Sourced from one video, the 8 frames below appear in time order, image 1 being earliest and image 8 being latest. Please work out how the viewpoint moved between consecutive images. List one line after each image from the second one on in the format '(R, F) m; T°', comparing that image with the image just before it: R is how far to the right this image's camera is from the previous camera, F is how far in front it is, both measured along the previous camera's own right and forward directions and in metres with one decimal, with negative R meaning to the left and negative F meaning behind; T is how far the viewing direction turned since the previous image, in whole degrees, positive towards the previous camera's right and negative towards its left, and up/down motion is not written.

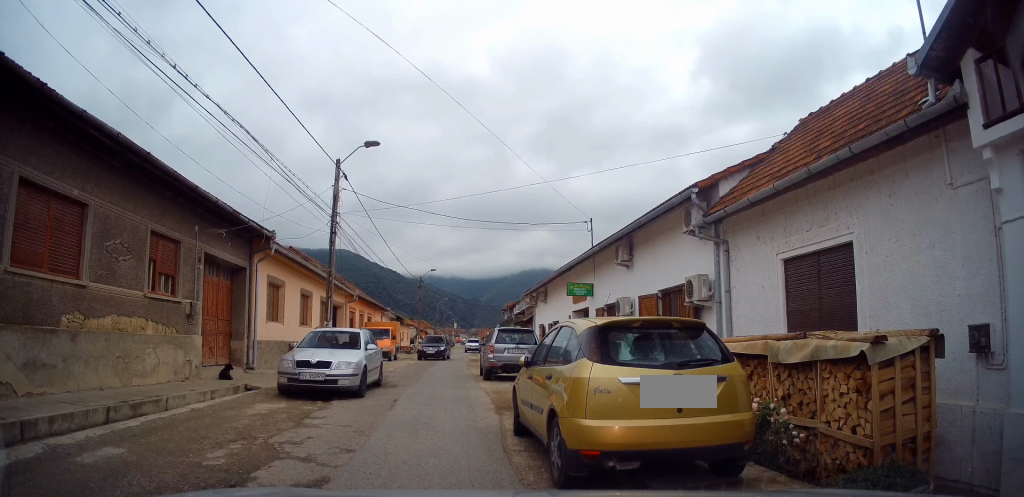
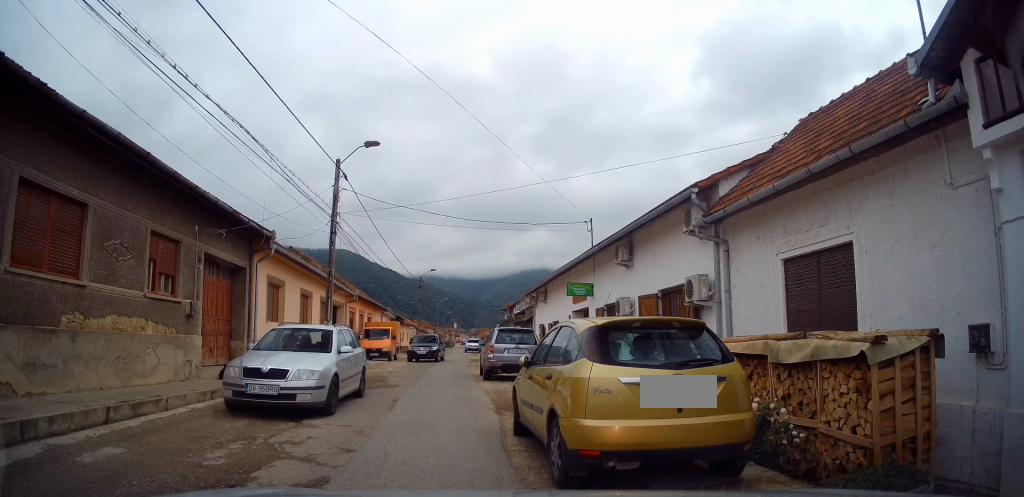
(0.0, +0.2) m; 0°
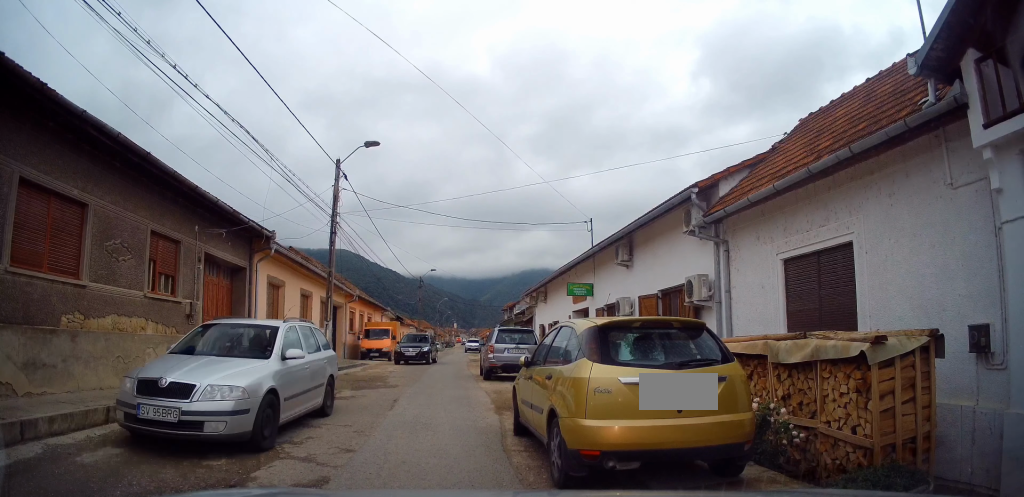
(0.0, +0.1) m; 0°
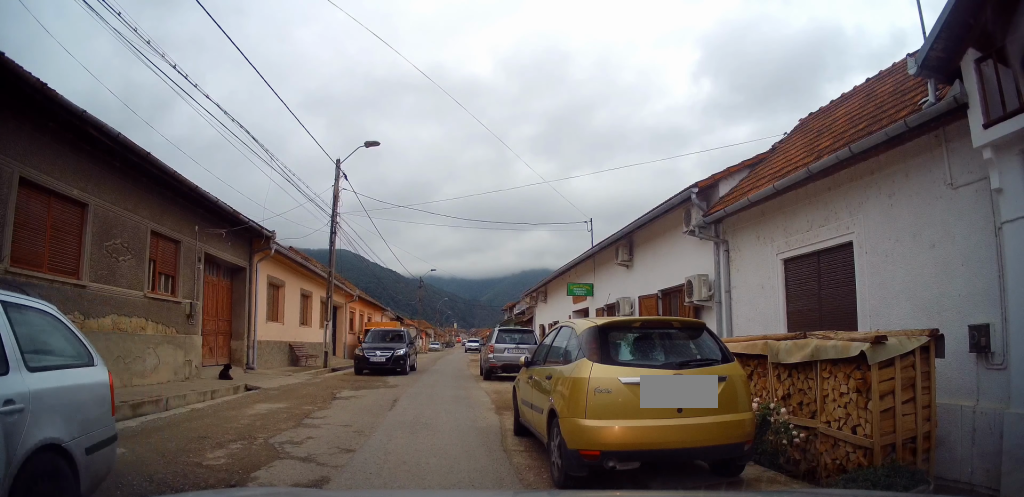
(0.0, 0.0) m; 0°
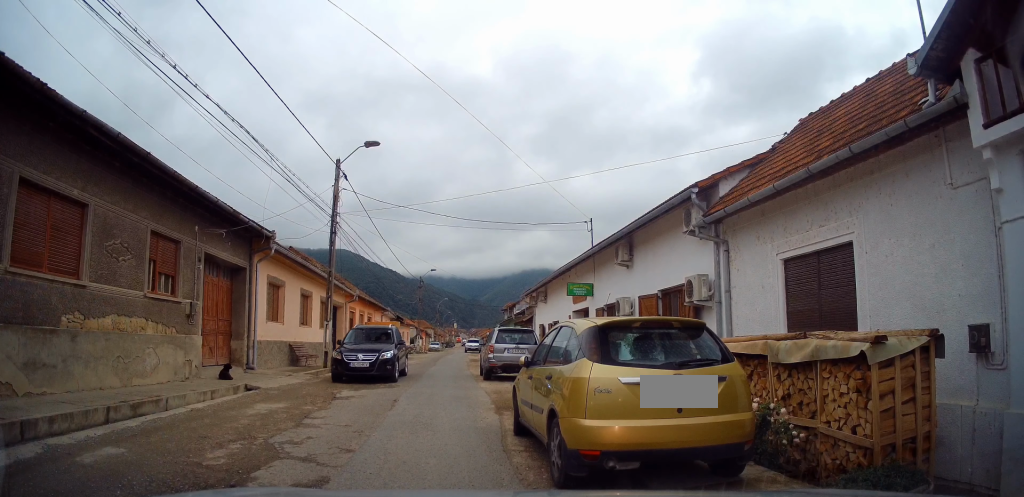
(0.0, 0.0) m; 0°
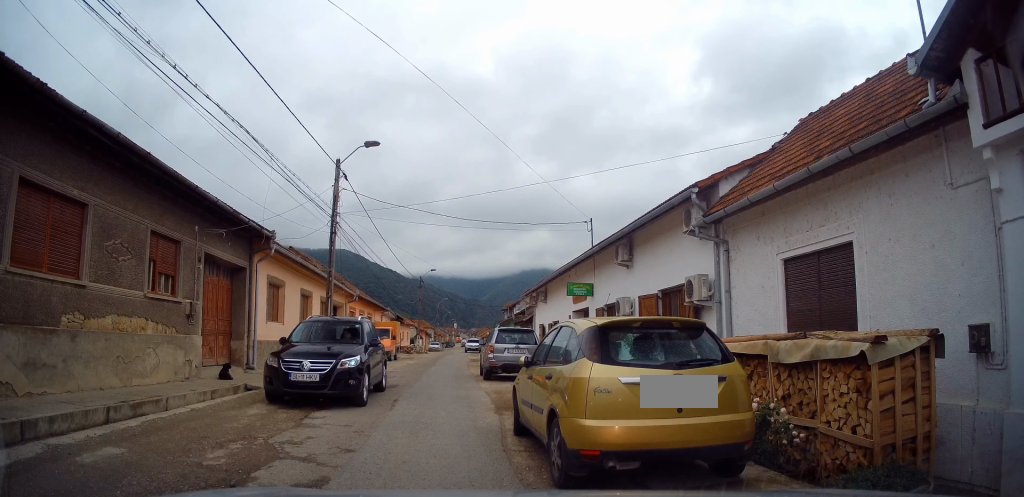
(0.0, 0.0) m; 0°
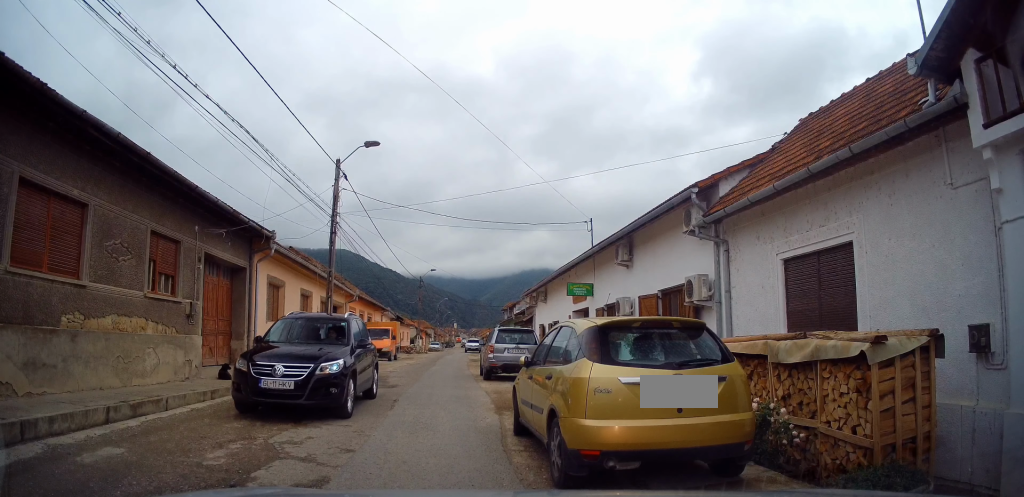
(0.0, 0.0) m; 0°
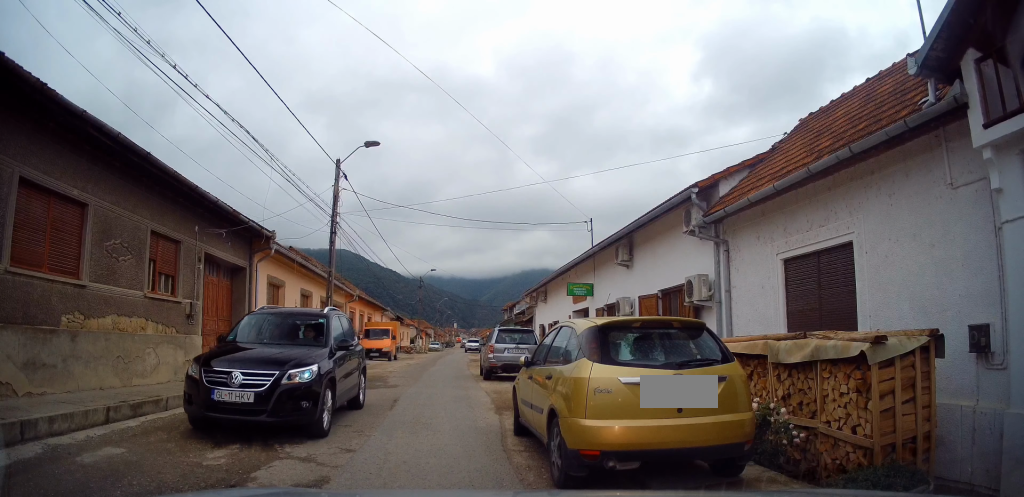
(0.0, 0.0) m; 0°
